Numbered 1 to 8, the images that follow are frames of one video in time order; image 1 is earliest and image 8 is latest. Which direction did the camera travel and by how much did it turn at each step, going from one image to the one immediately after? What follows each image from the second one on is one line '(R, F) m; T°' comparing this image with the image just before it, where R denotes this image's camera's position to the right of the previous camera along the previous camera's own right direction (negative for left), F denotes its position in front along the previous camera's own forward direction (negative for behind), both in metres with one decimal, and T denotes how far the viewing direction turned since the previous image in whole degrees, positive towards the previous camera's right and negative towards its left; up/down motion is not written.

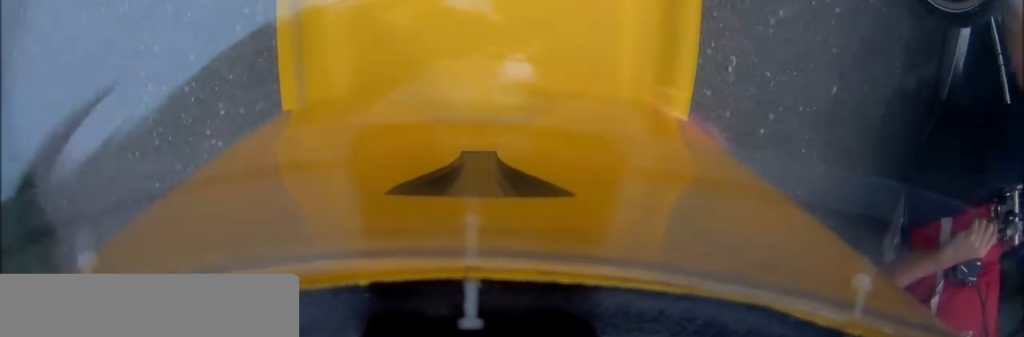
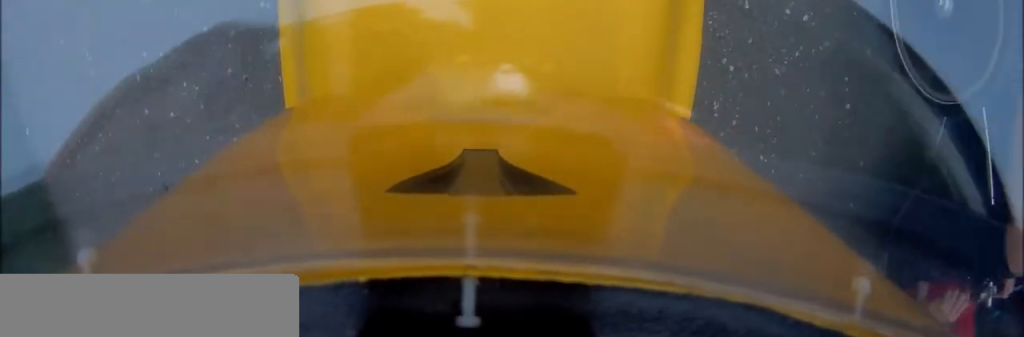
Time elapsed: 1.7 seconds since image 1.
(-0.7, +7.4) m; -10°
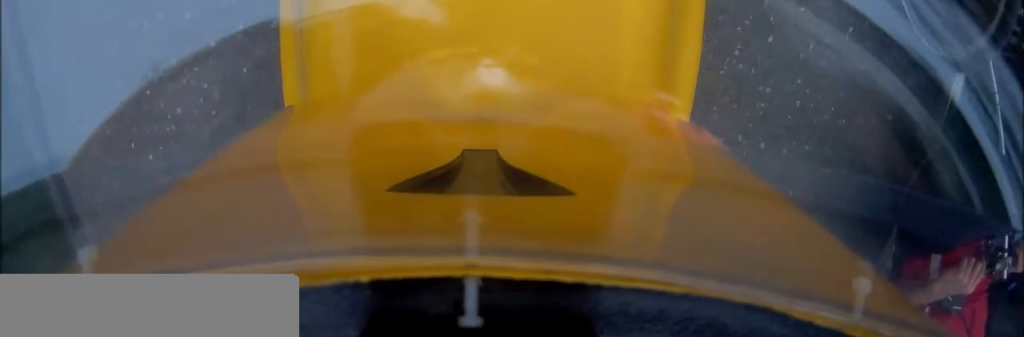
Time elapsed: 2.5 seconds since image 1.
(0.0, +3.3) m; 0°
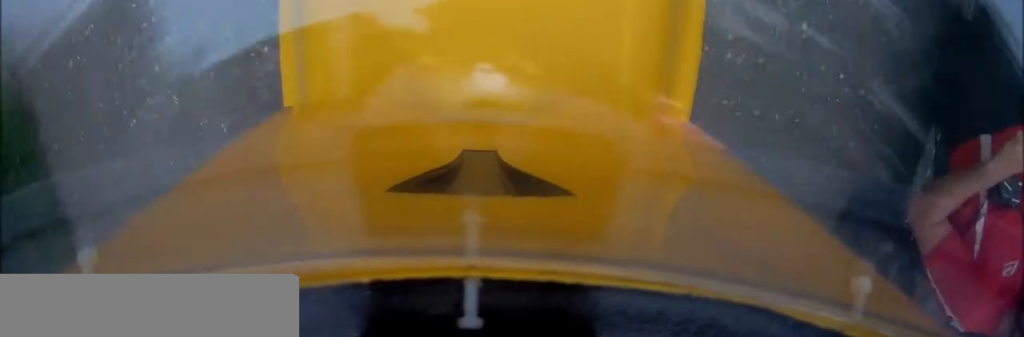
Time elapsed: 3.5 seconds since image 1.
(0.0, +4.4) m; 0°
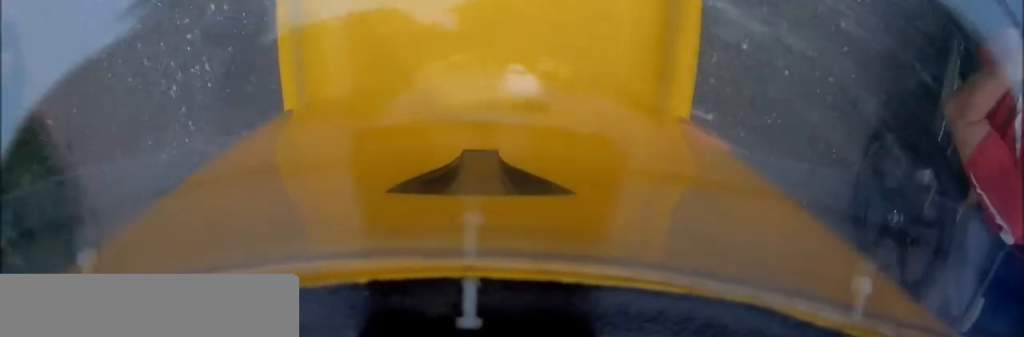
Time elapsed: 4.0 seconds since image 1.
(0.0, +2.0) m; 0°
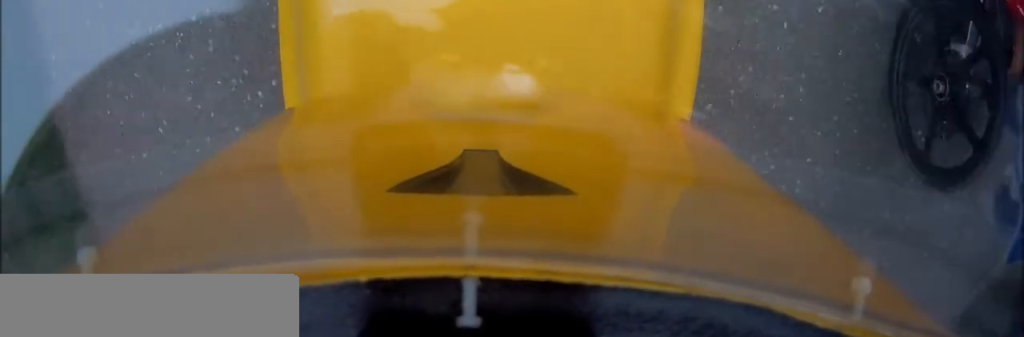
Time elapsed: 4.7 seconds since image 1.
(0.0, +3.1) m; 0°
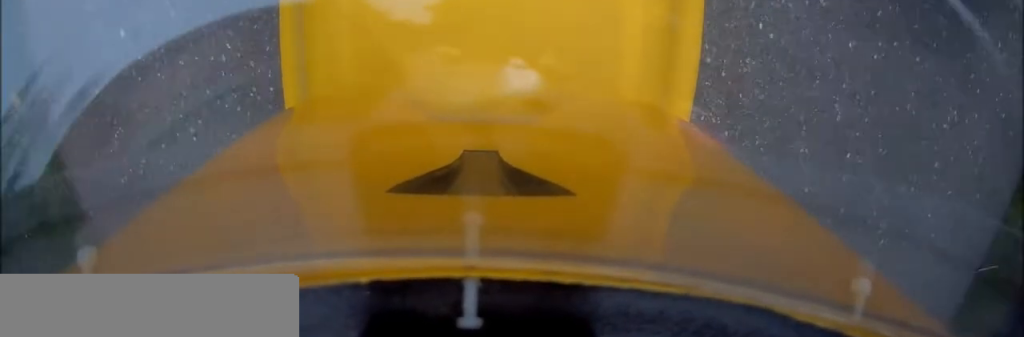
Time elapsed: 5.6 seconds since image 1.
(0.0, +4.1) m; 0°
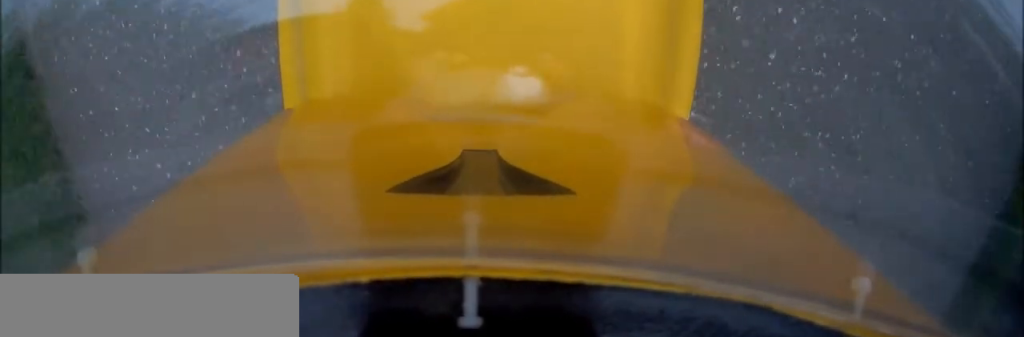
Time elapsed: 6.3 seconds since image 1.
(0.0, +3.3) m; -4°
